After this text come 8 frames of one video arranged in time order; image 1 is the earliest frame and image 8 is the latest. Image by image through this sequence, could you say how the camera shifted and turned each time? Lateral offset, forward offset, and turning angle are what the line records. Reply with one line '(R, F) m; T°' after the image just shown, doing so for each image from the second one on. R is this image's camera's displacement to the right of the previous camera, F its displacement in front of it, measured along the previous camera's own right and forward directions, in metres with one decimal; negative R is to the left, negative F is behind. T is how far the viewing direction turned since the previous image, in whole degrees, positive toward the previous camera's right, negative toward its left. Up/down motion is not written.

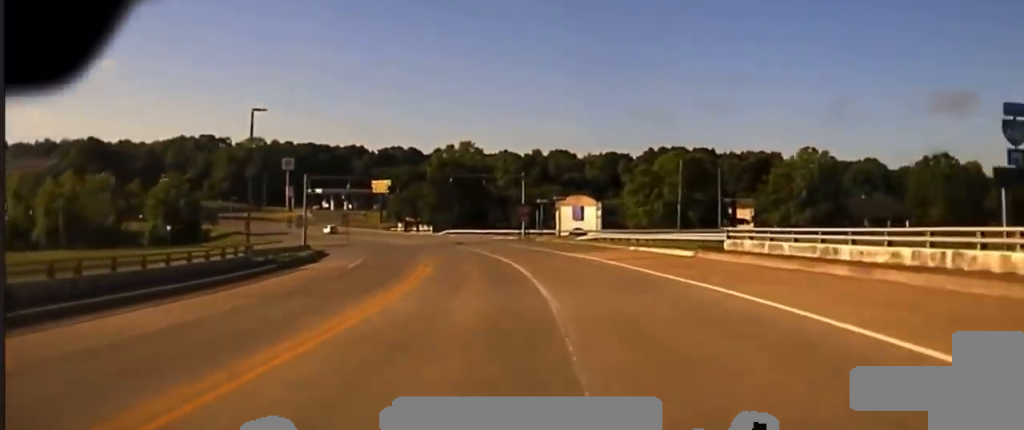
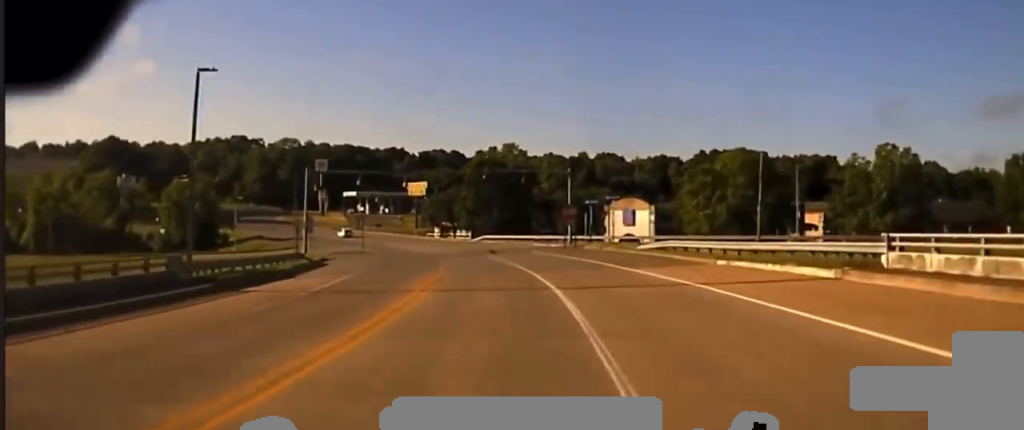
(-0.5, +13.9) m; -3°
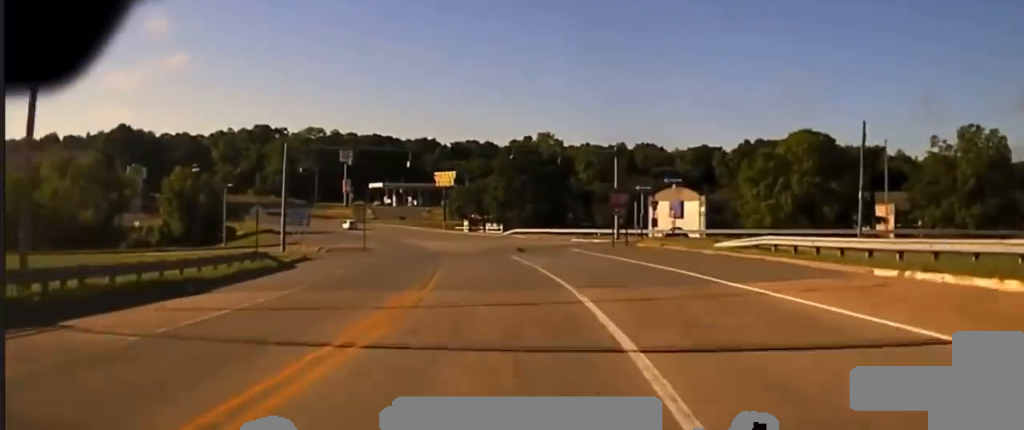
(-0.1, +13.8) m; -4°
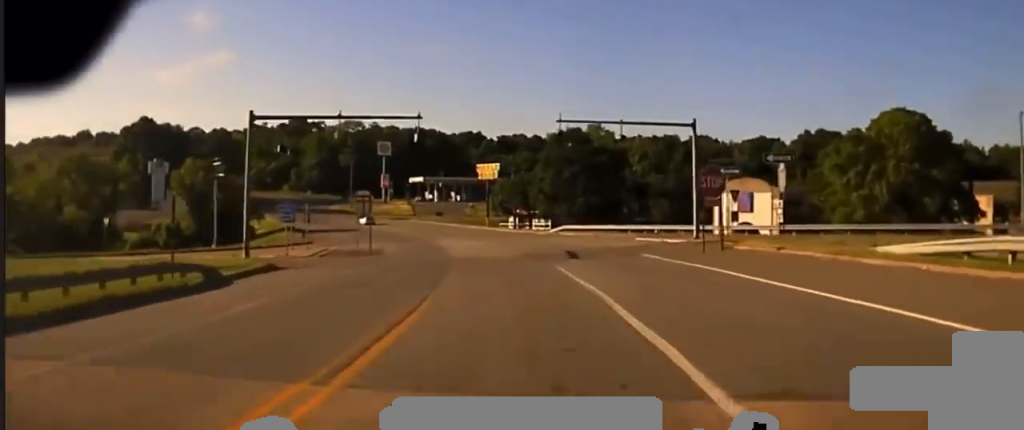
(-0.8, +12.8) m; -5°
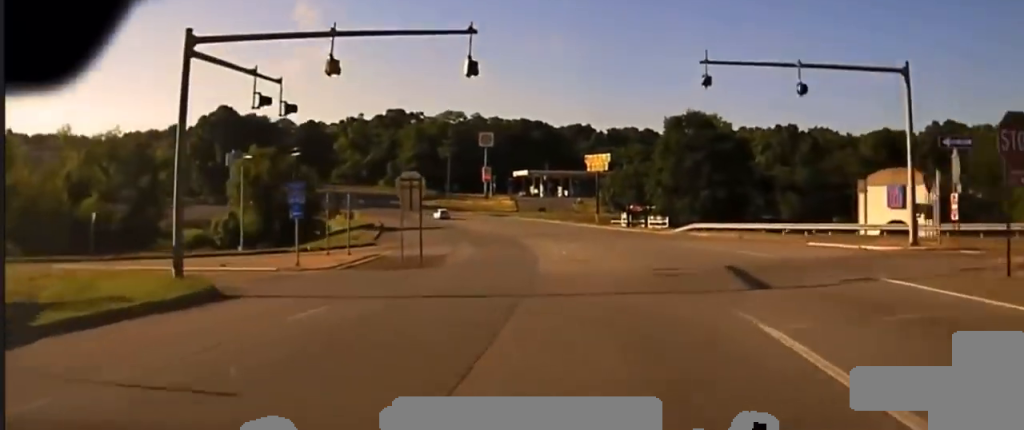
(-1.0, +16.6) m; -8°
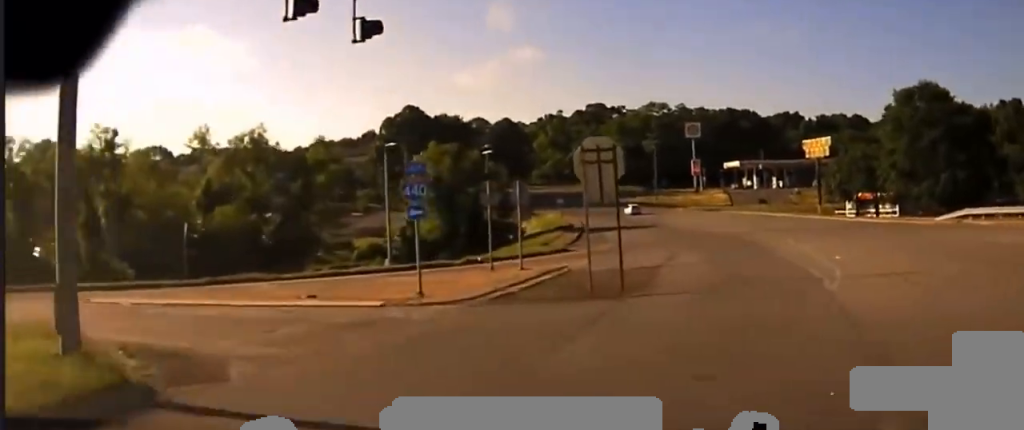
(-1.4, +14.6) m; -13°
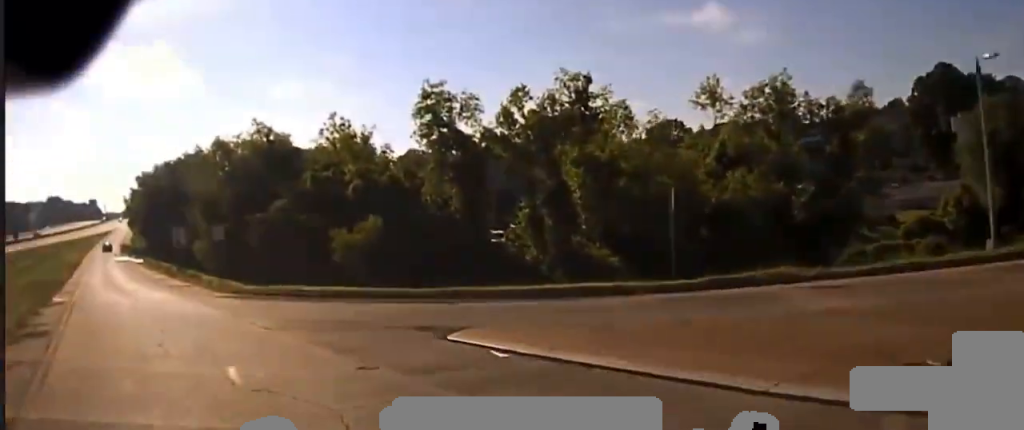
(-3.2, +15.8) m; -32°
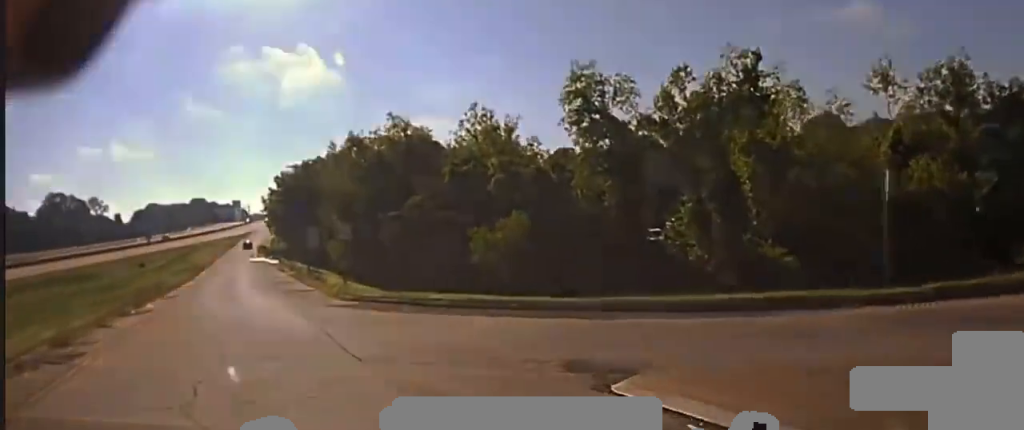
(-1.3, +4.8) m; -10°
